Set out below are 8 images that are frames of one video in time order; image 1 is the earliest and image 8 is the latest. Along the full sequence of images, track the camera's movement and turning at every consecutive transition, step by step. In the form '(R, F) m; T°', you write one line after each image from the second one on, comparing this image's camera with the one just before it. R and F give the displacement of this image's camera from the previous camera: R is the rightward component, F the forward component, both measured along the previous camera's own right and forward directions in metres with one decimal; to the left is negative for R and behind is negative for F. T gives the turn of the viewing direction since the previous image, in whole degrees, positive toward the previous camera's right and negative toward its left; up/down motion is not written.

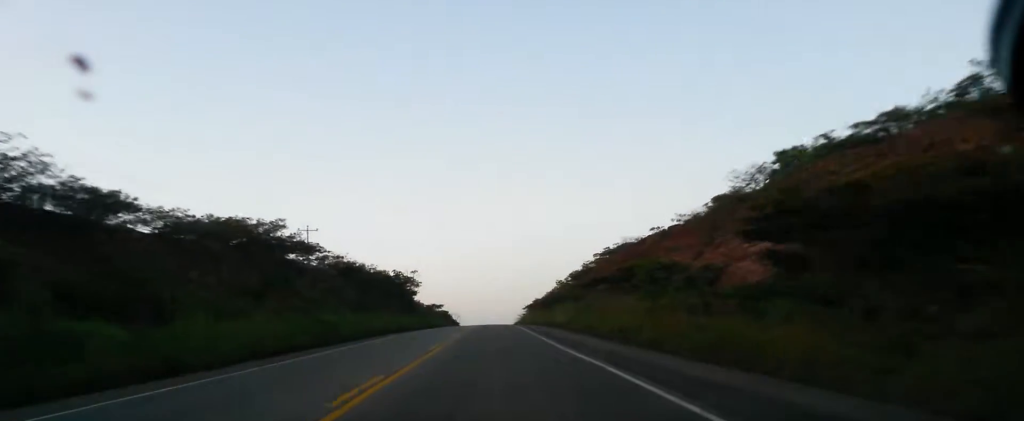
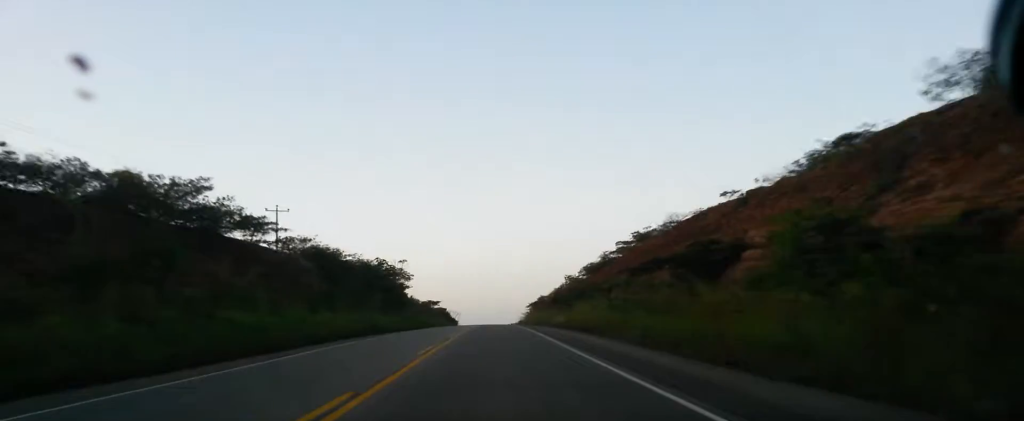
(0.0, +15.9) m; 0°
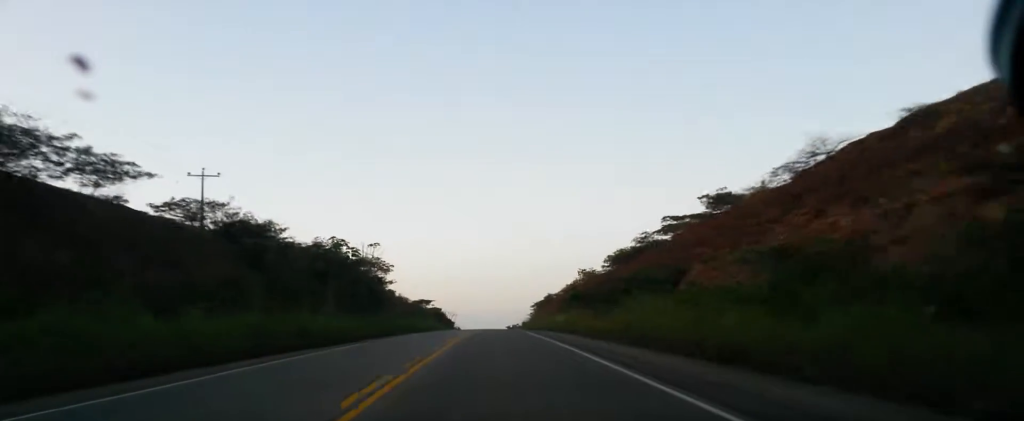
(0.0, +22.2) m; 0°
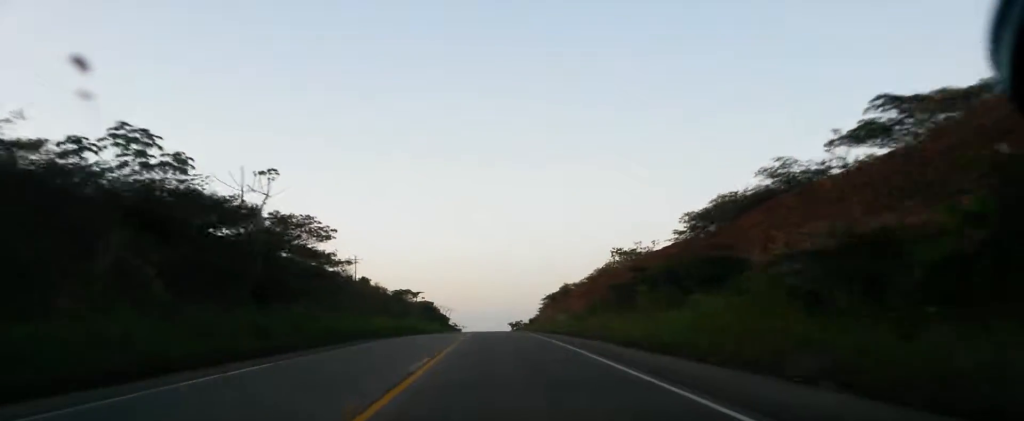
(-0.2, +32.6) m; -1°
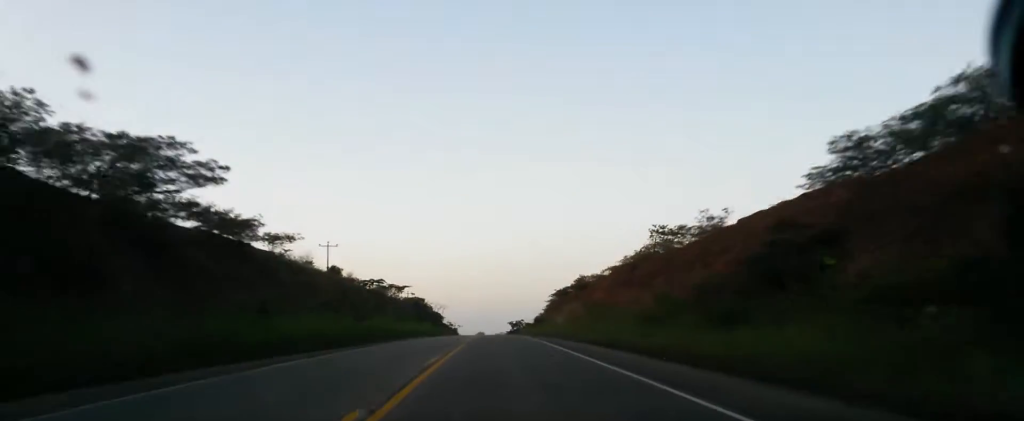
(-0.2, +21.8) m; -1°
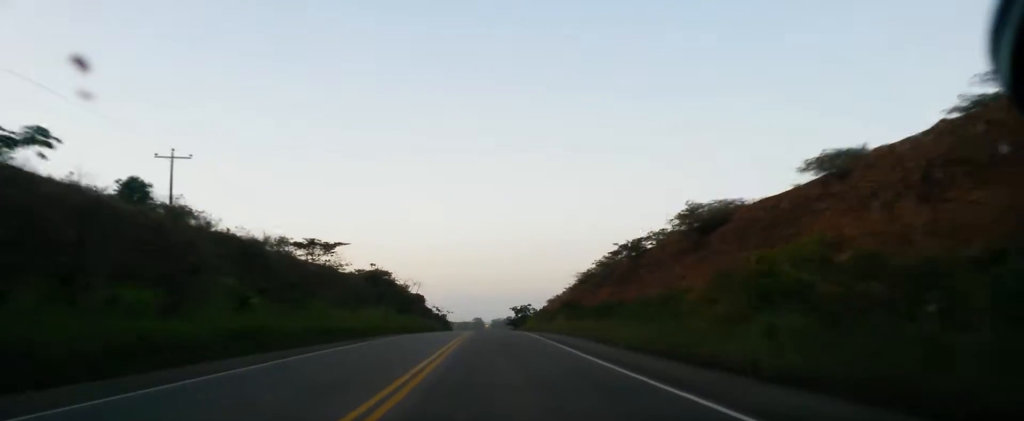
(-0.7, +52.1) m; -1°
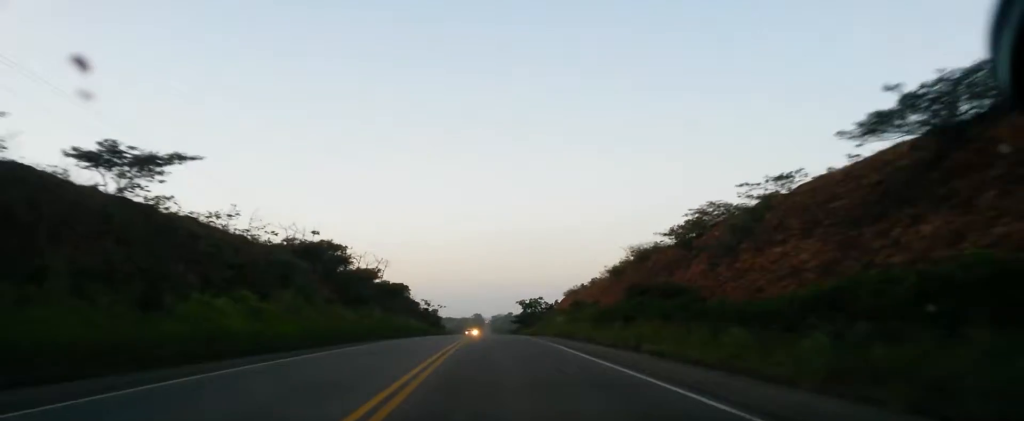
(0.0, +35.6) m; +2°
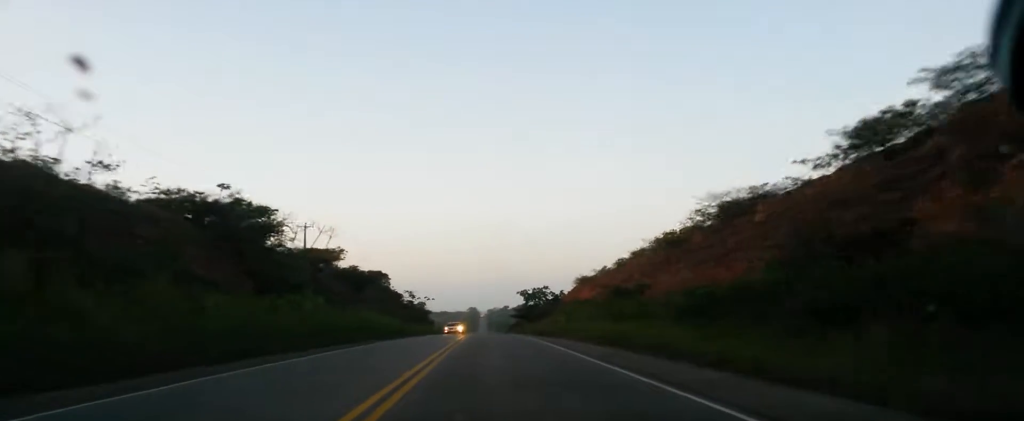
(+0.9, +21.1) m; +2°
